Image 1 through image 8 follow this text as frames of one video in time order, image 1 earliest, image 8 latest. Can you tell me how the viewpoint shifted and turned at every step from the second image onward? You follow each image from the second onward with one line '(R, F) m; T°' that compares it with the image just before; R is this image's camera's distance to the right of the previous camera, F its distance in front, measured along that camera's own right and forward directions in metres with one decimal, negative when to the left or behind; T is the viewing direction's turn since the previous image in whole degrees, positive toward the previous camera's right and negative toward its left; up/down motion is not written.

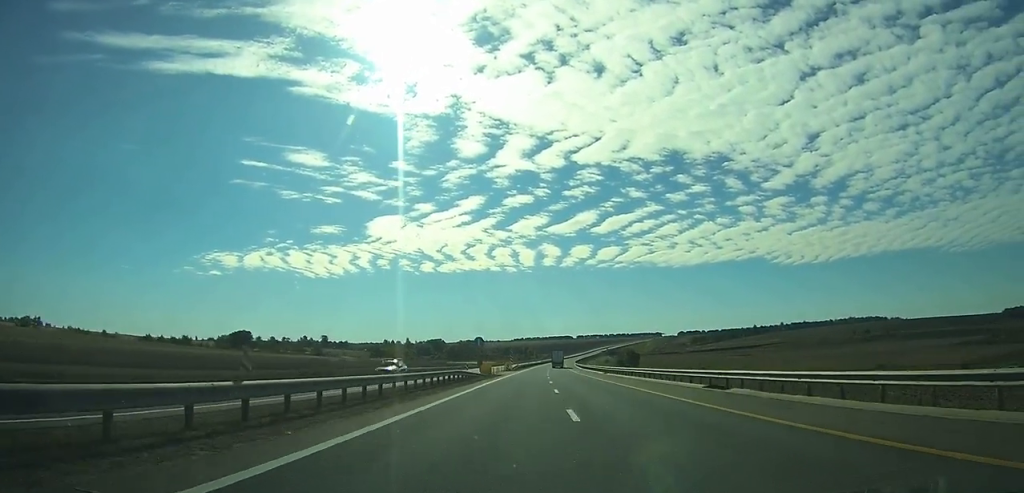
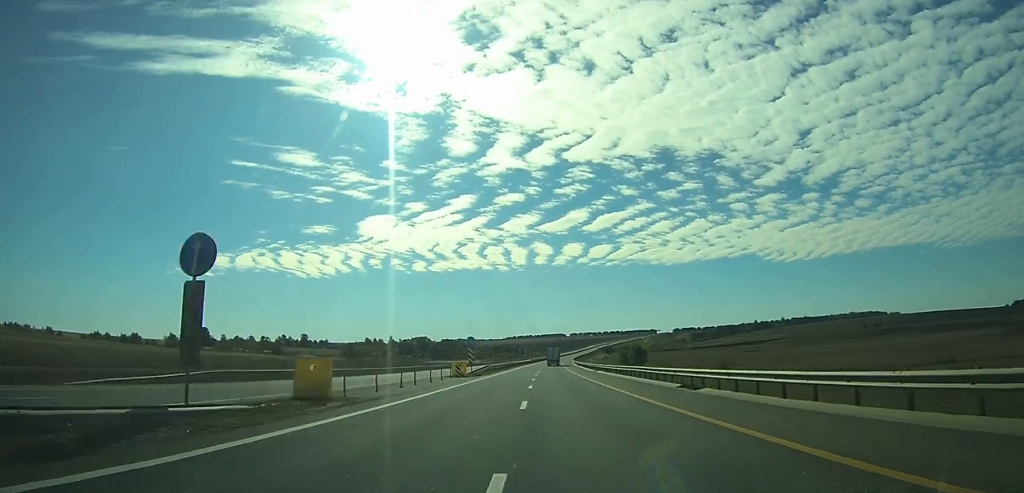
(-0.1, +44.8) m; +1°
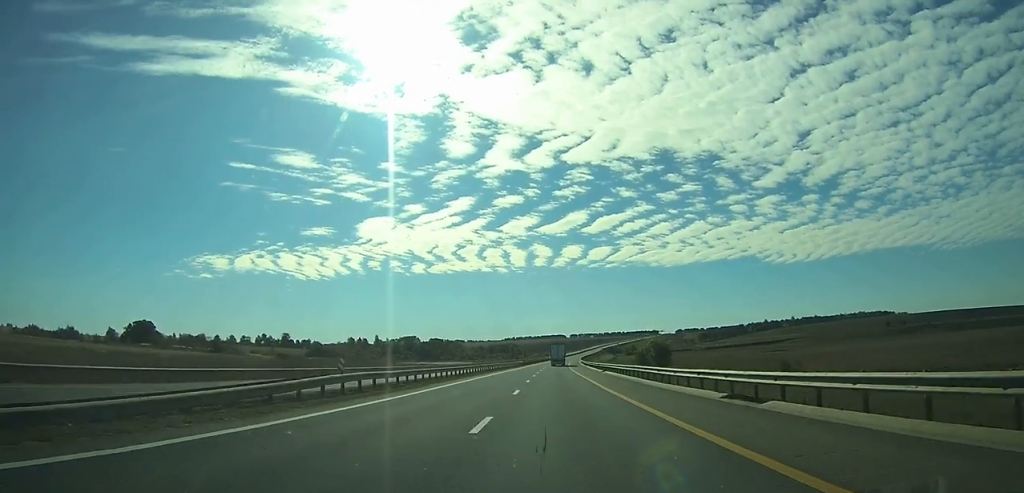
(+0.8, +53.4) m; +1°
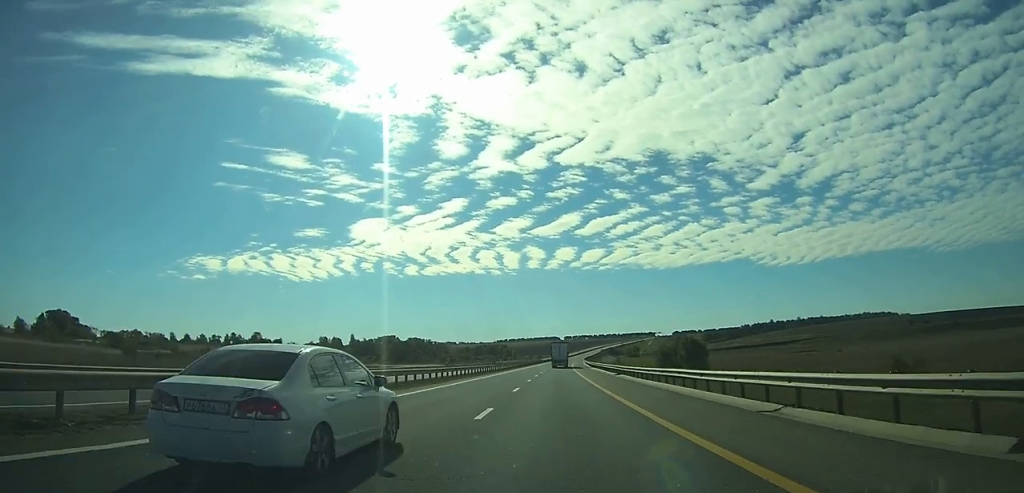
(+0.8, +57.6) m; +1°
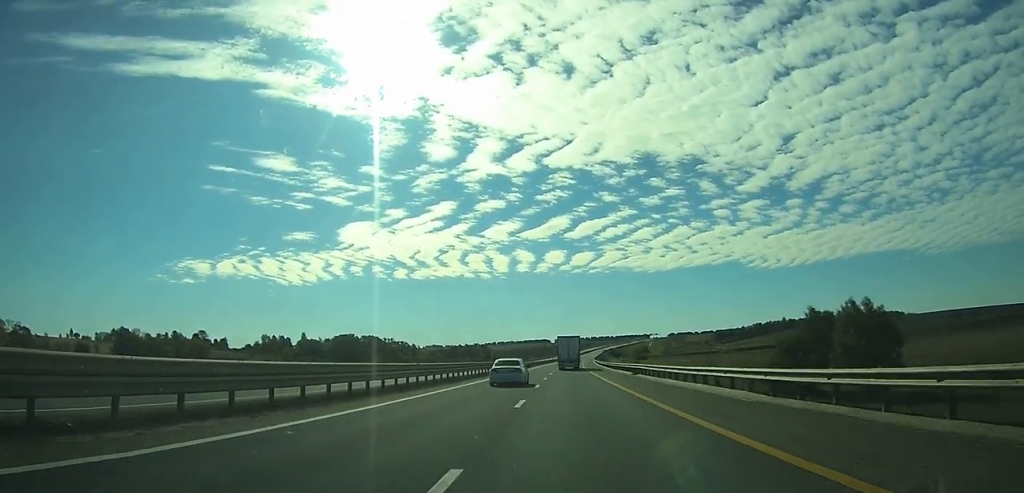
(+0.5, +93.6) m; +1°
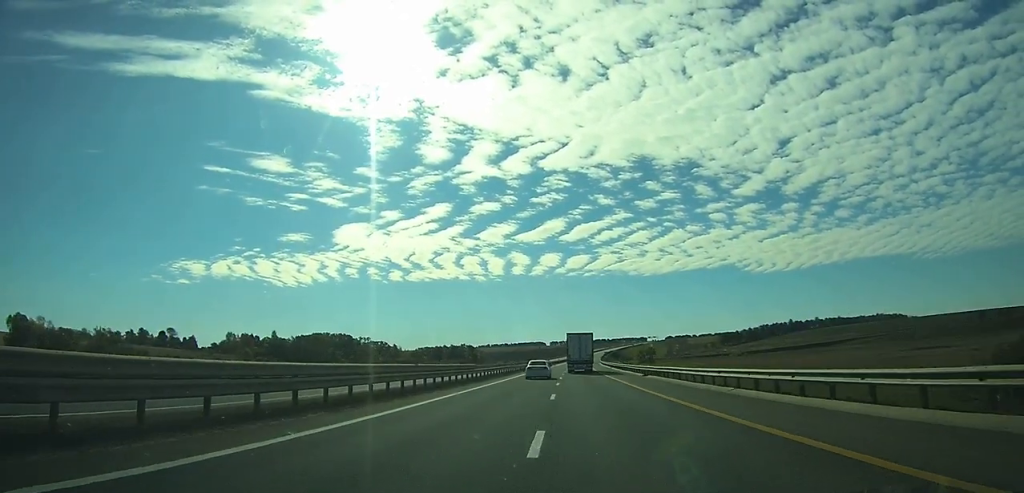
(+0.2, +44.5) m; +1°
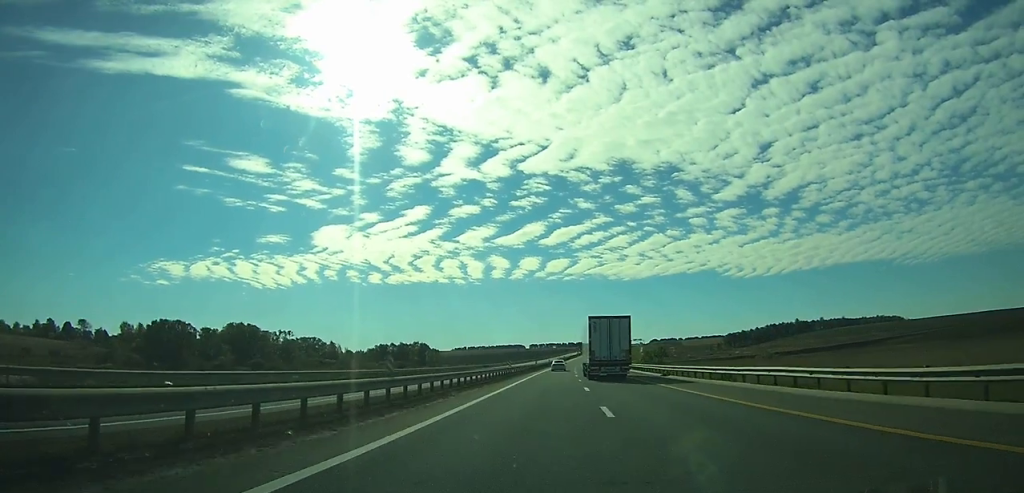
(+1.5, +91.1) m; +1°
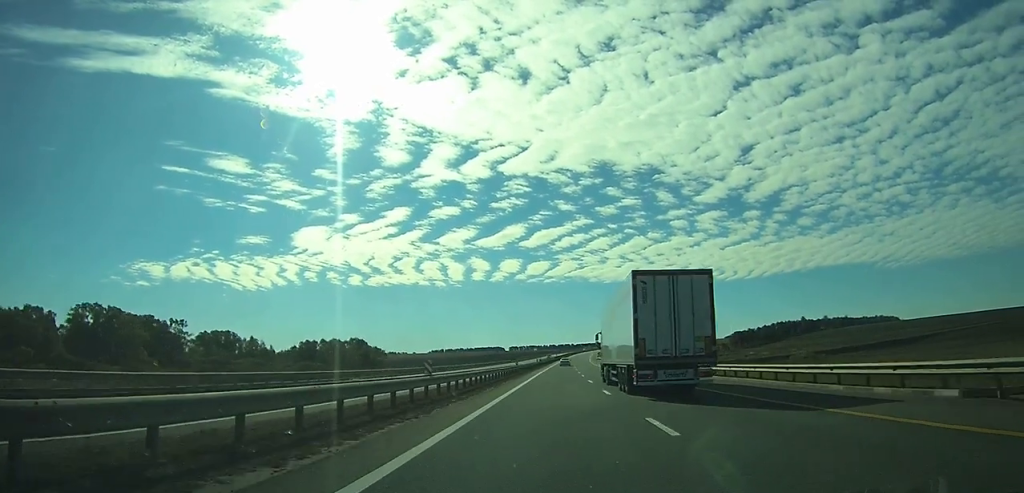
(+0.6, +76.1) m; +2°
